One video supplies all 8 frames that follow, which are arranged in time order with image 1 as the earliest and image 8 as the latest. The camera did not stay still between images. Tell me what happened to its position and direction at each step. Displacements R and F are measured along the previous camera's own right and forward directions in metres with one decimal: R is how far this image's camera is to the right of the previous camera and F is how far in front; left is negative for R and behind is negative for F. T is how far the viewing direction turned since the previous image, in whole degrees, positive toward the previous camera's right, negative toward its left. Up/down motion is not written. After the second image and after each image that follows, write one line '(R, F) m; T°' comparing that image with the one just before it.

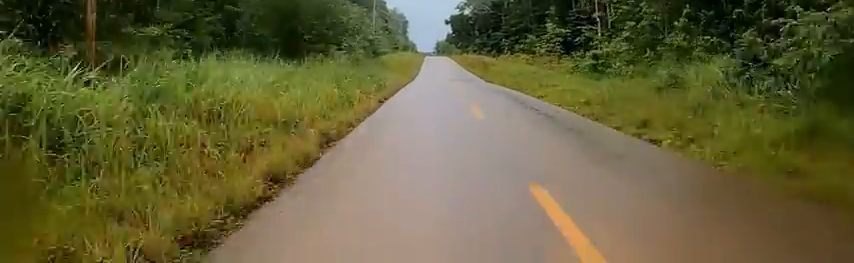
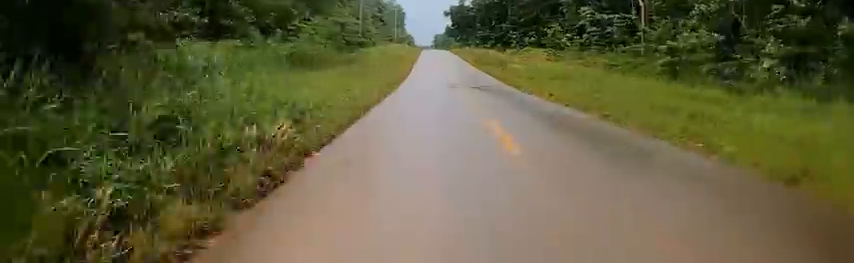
(+0.3, +11.9) m; +1°
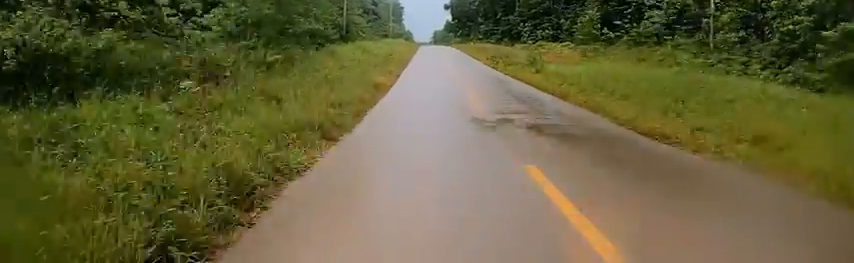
(-0.1, +11.4) m; -1°
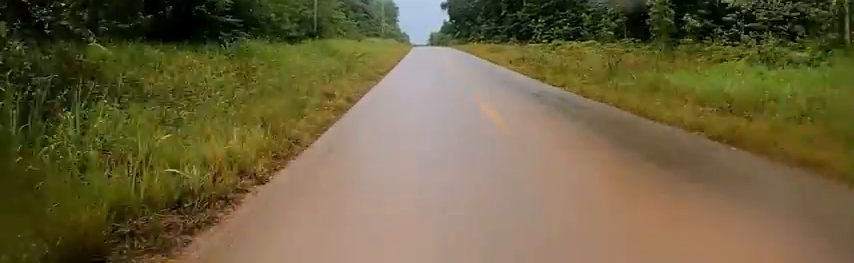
(0.0, +11.9) m; 0°
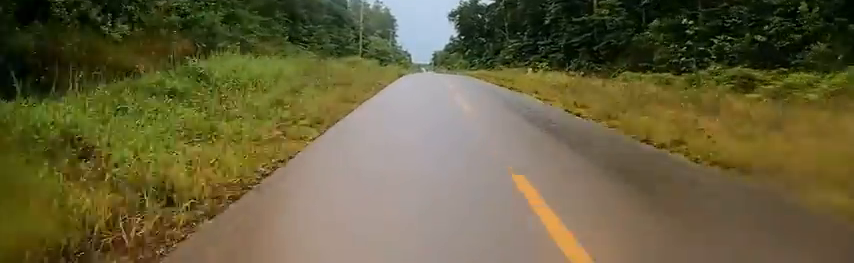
(0.0, +36.3) m; 0°
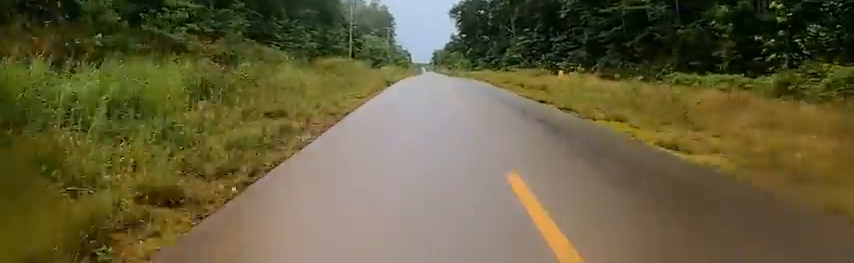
(0.0, +8.5) m; 0°
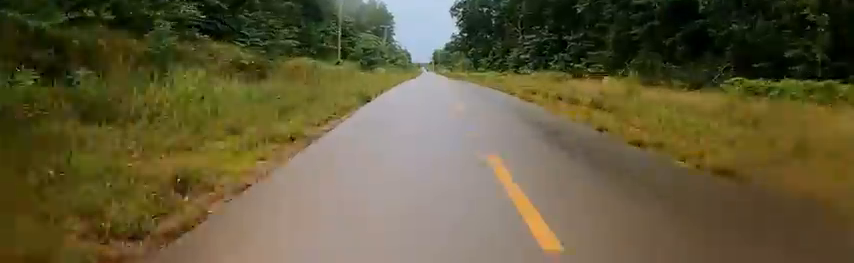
(0.0, +6.5) m; 0°
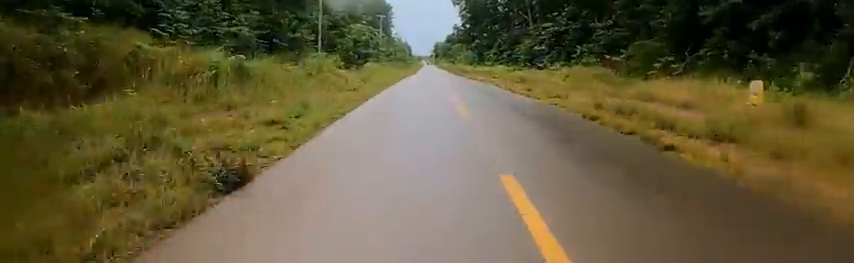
(0.0, +9.5) m; 0°
